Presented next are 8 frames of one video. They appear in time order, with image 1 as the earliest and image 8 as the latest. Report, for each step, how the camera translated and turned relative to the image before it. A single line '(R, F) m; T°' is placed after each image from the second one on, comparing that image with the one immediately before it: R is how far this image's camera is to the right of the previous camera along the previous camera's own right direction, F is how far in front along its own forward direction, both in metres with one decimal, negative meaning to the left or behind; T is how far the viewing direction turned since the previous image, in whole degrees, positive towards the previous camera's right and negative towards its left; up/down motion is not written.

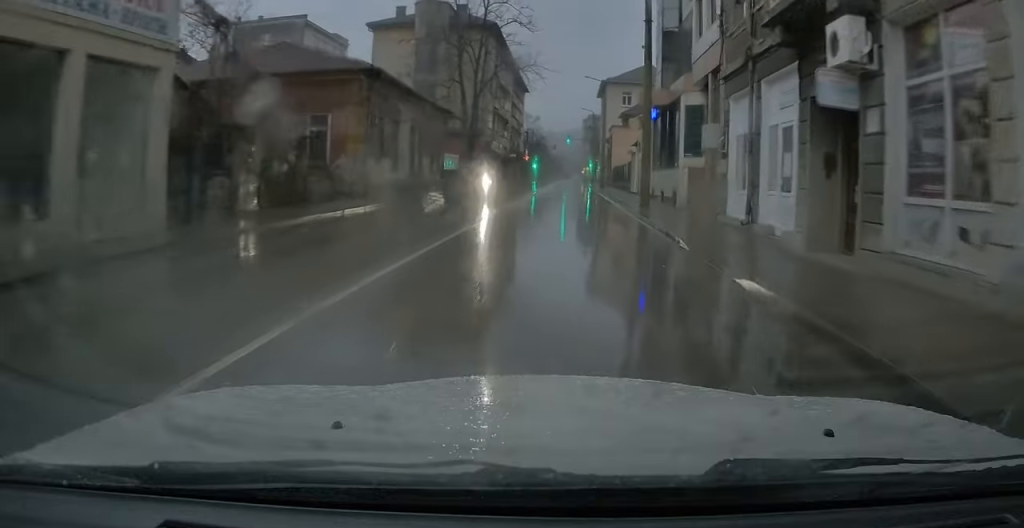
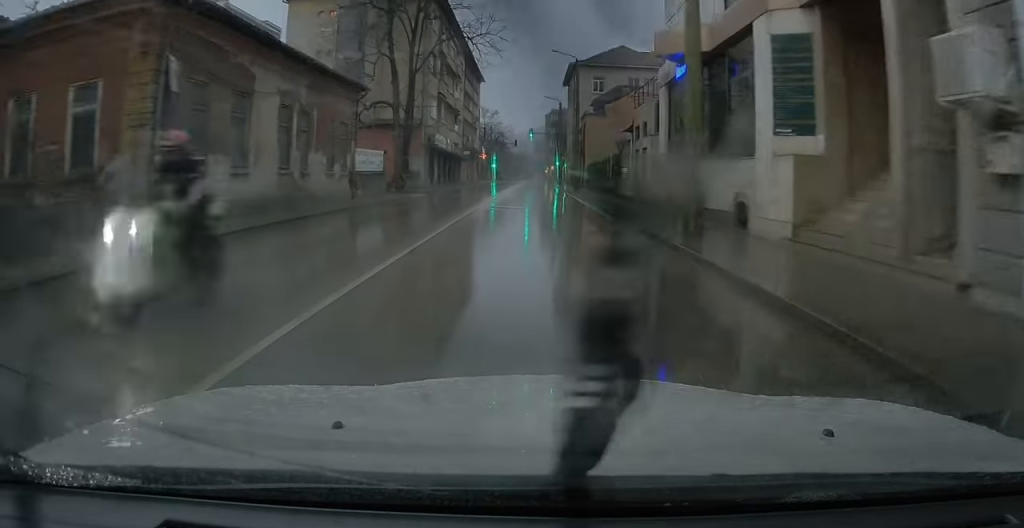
(+0.9, +14.6) m; +6°
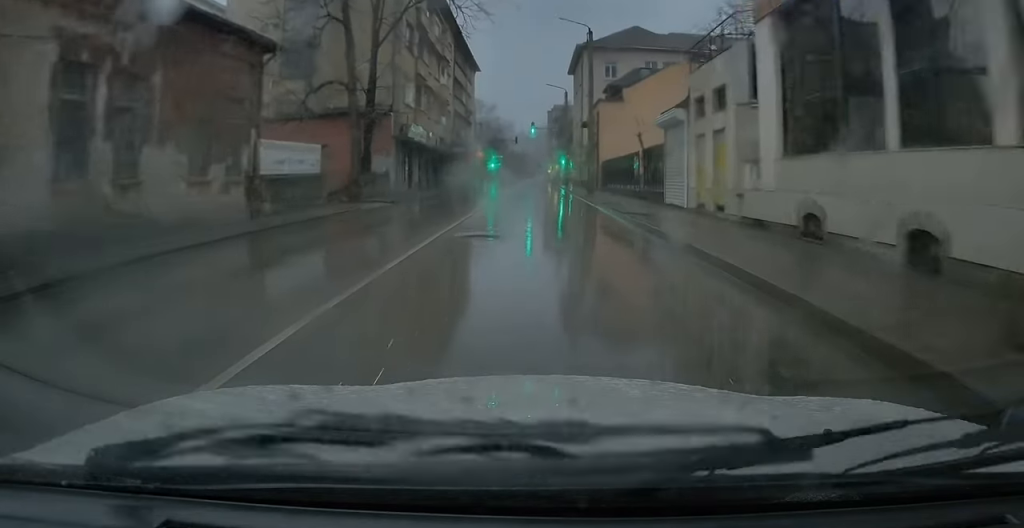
(+0.4, +12.4) m; +4°
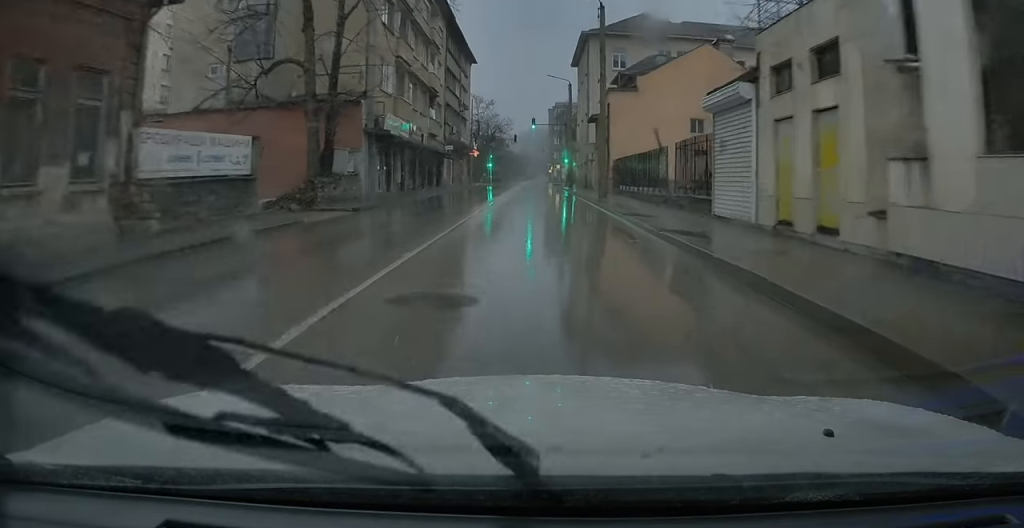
(+0.2, +6.8) m; +1°
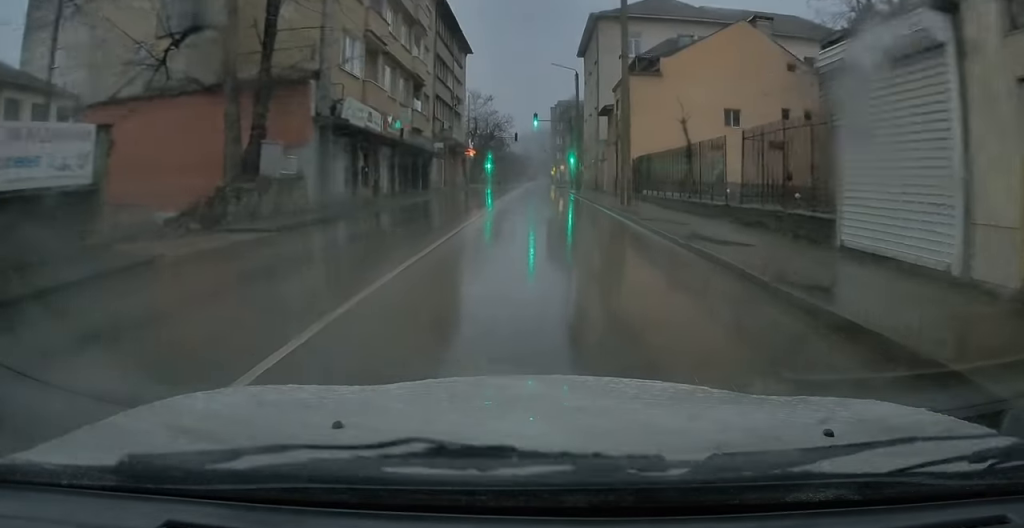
(+0.1, +7.7) m; +1°
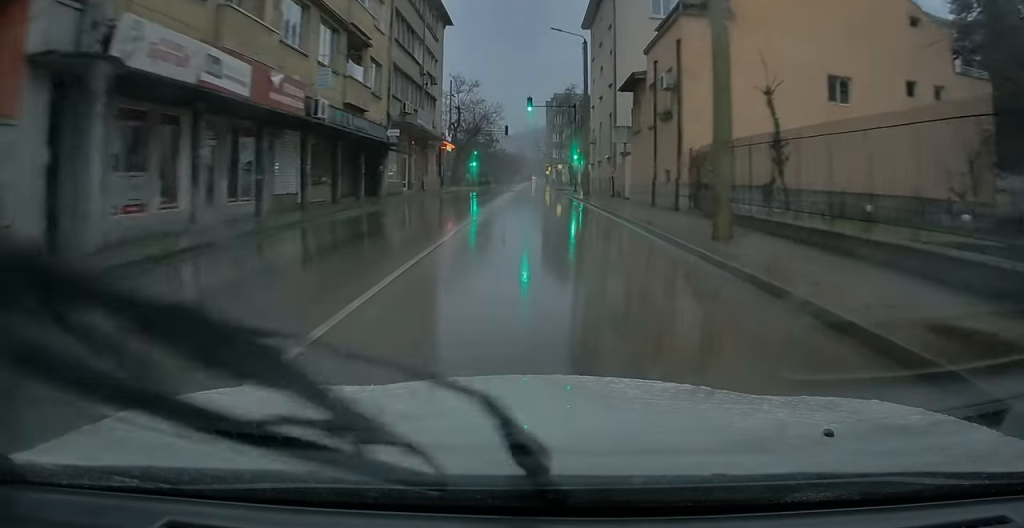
(+0.2, +13.1) m; 0°
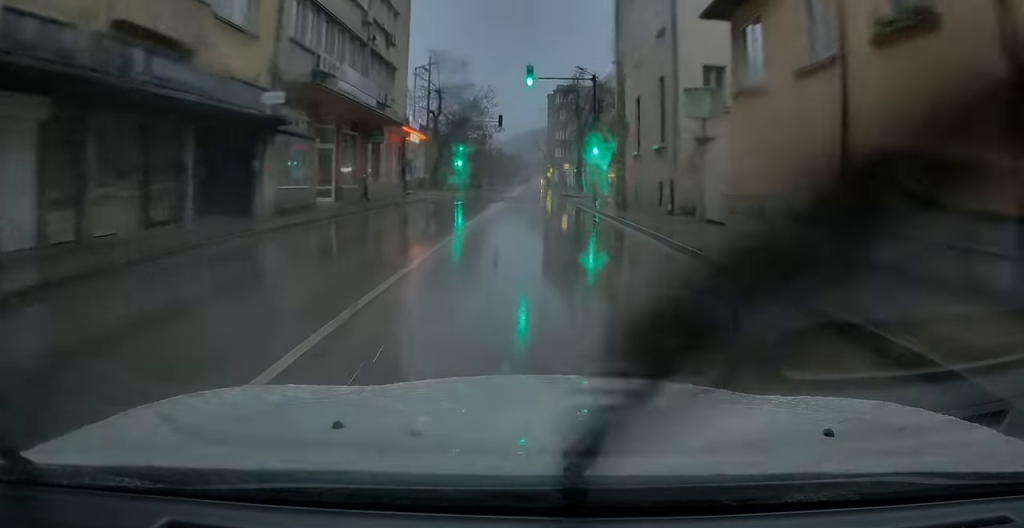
(-0.2, +15.2) m; -1°
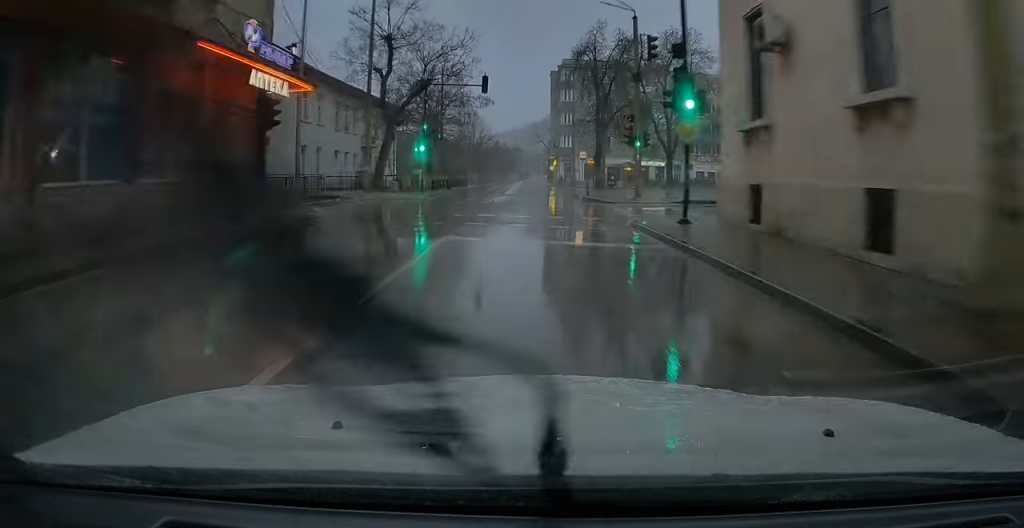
(-0.1, +22.3) m; 0°
